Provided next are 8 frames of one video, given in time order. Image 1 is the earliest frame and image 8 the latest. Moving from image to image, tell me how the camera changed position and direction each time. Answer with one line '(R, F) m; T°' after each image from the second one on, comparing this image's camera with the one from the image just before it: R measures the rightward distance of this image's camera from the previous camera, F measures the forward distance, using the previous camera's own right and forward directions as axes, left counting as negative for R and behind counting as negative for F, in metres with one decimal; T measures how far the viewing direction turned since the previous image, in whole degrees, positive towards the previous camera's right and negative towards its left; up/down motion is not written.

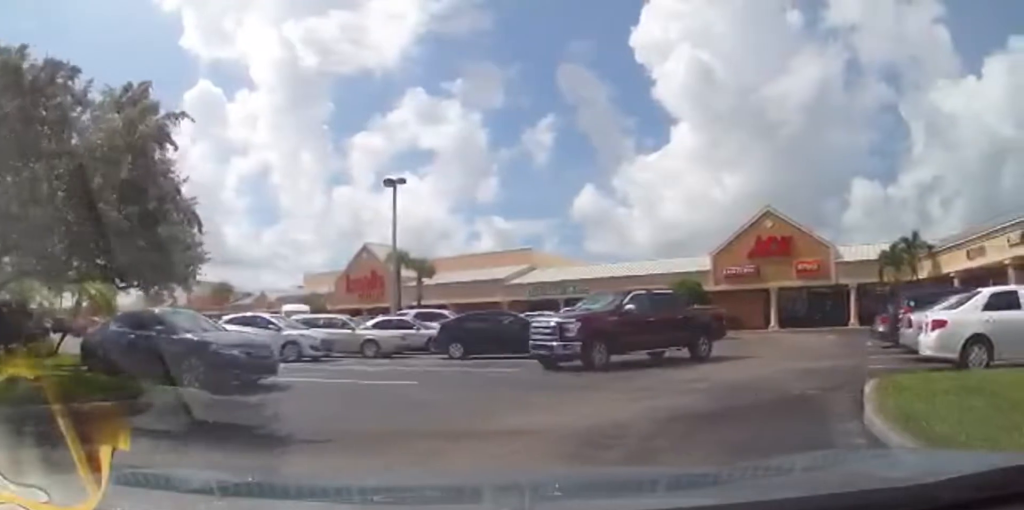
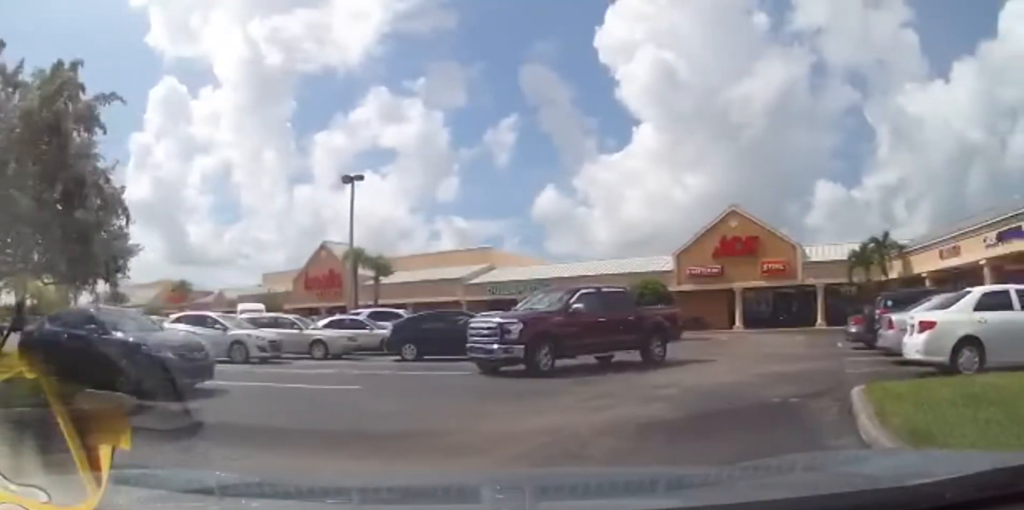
(-0.3, +1.6) m; -2°
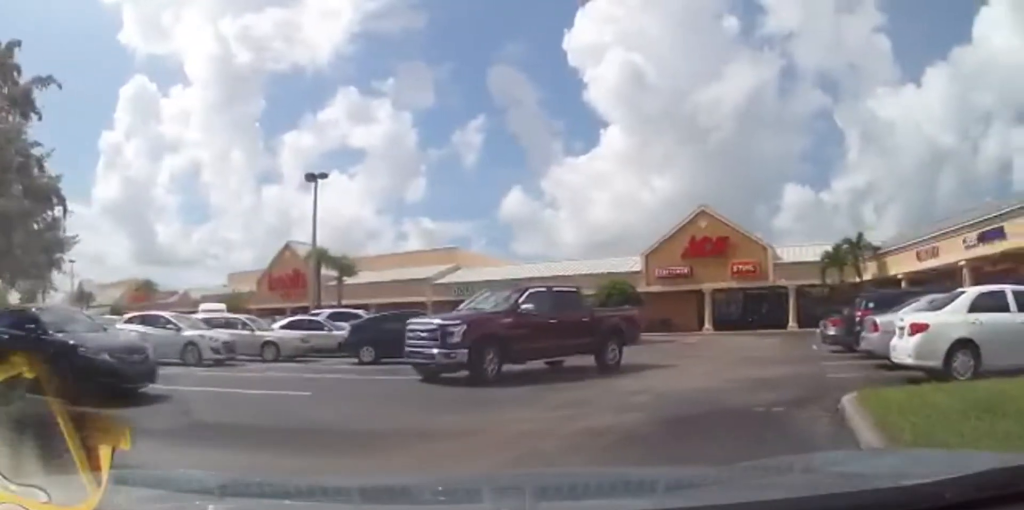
(+0.2, +1.6) m; +8°
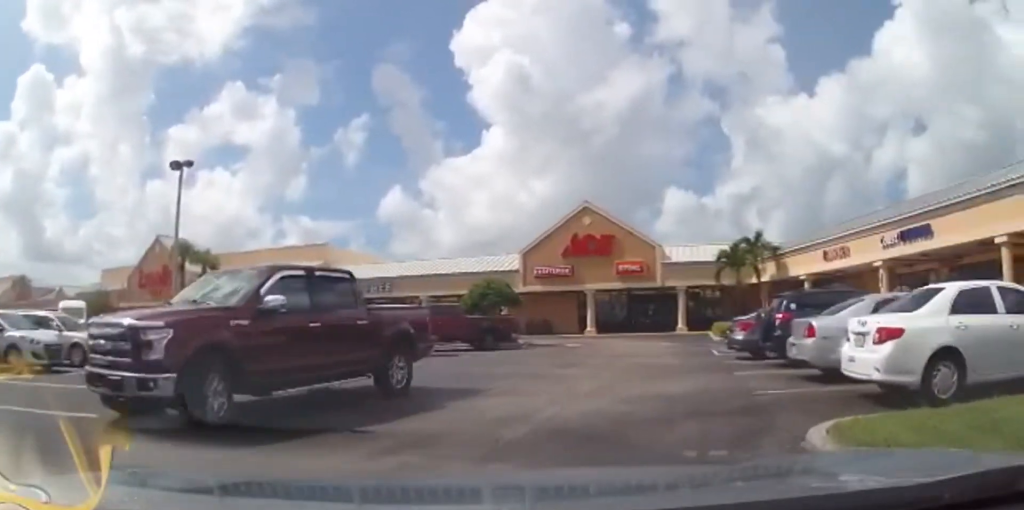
(+1.4, +6.9) m; +16°
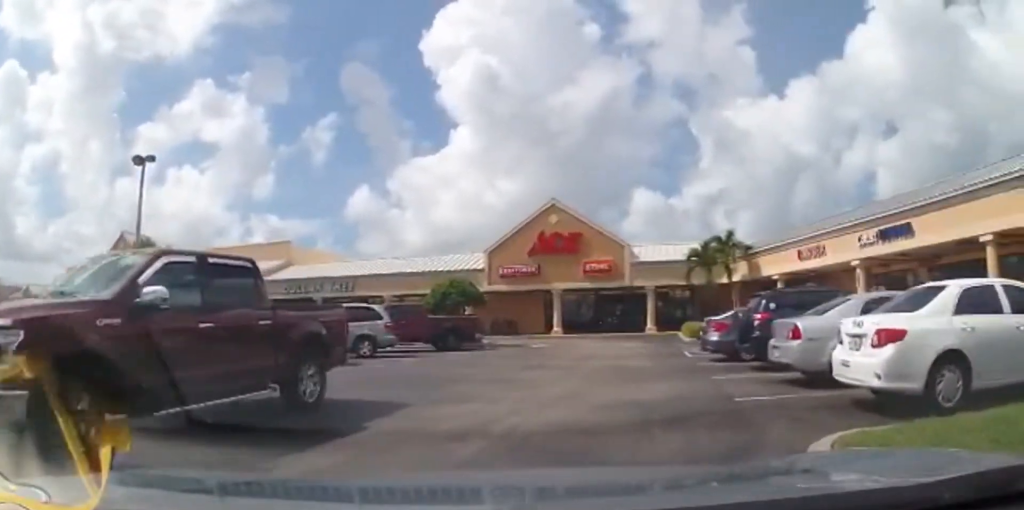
(-0.1, +2.9) m; +3°
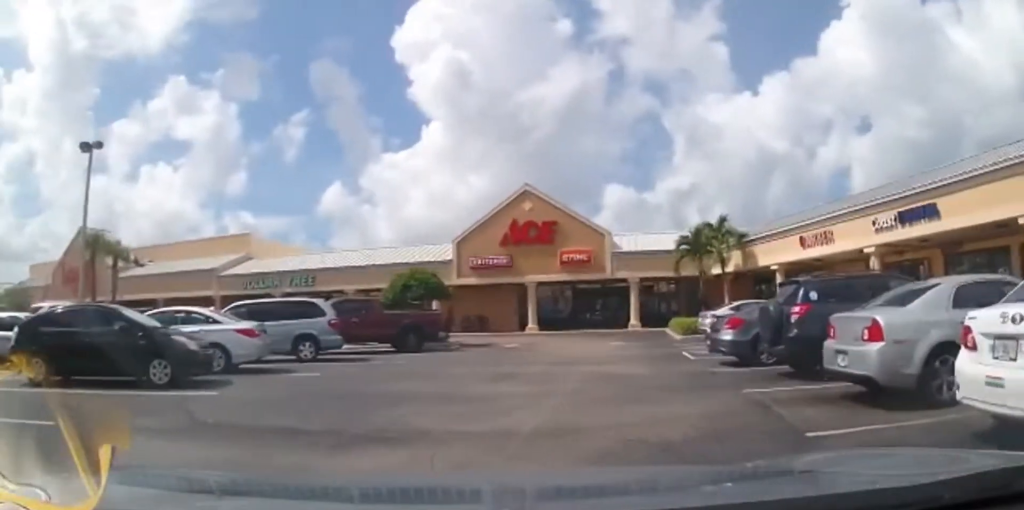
(+1.4, +10.3) m; +9°
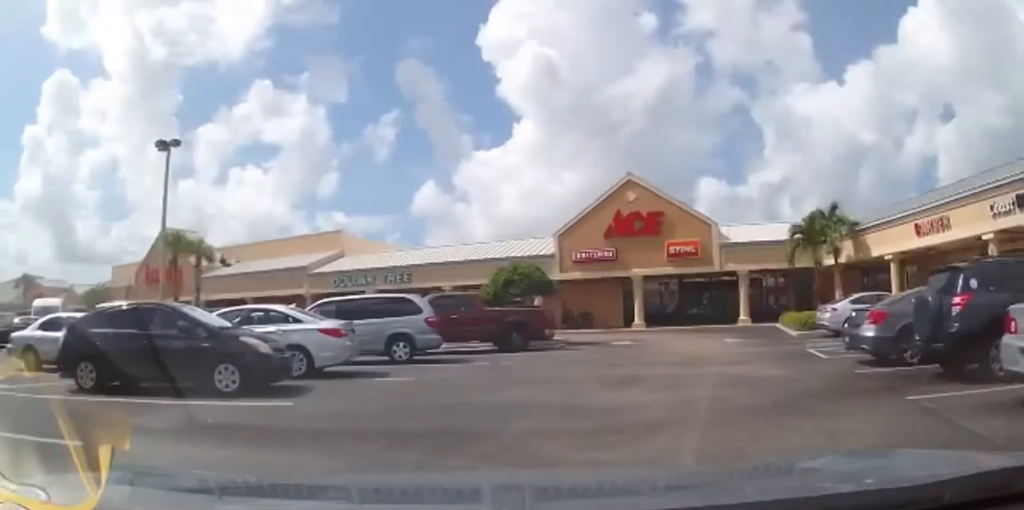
(-0.2, +4.2) m; -19°
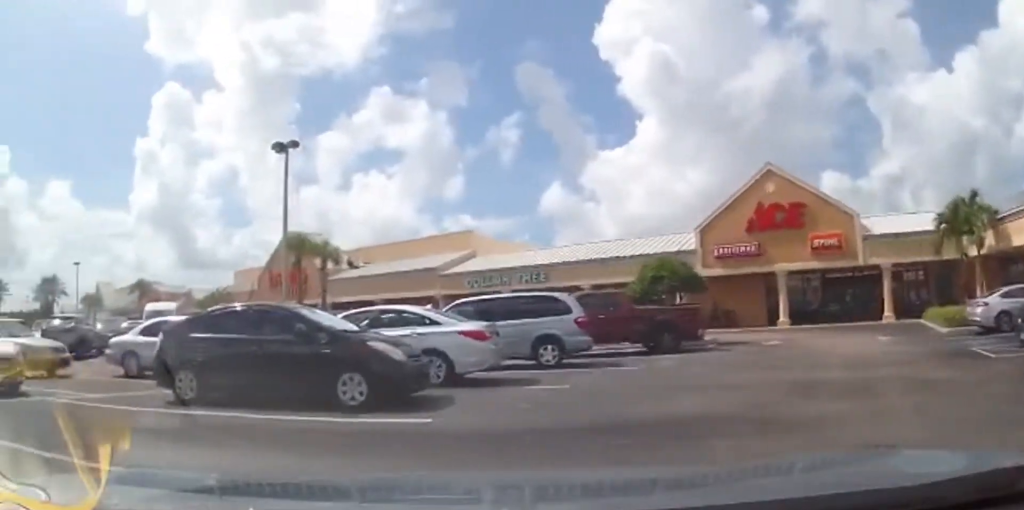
(-0.6, +2.5) m; -23°
